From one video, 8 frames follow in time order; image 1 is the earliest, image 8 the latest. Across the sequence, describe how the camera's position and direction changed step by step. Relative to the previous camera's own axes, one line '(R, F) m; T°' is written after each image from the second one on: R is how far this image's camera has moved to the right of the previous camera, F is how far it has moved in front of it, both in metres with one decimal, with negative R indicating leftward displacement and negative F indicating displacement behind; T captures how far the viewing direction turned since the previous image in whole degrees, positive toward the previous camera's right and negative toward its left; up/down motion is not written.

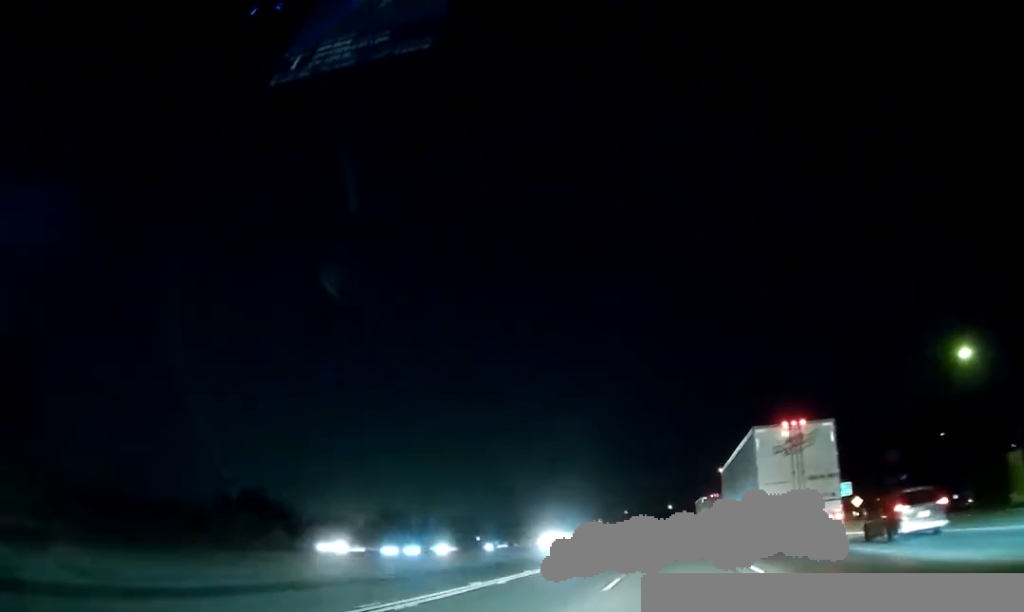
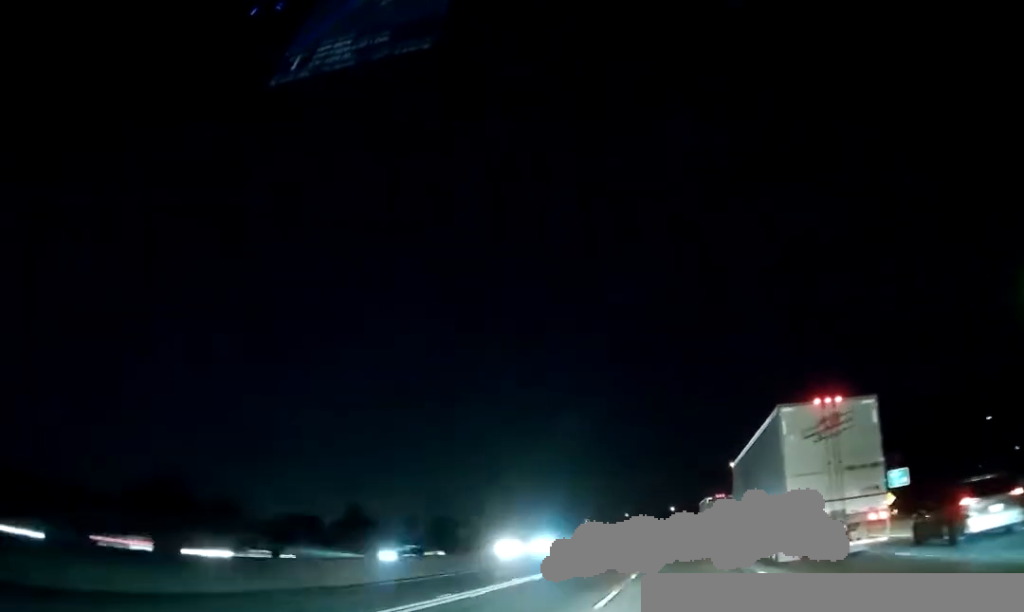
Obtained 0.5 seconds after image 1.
(0.0, +16.7) m; 0°
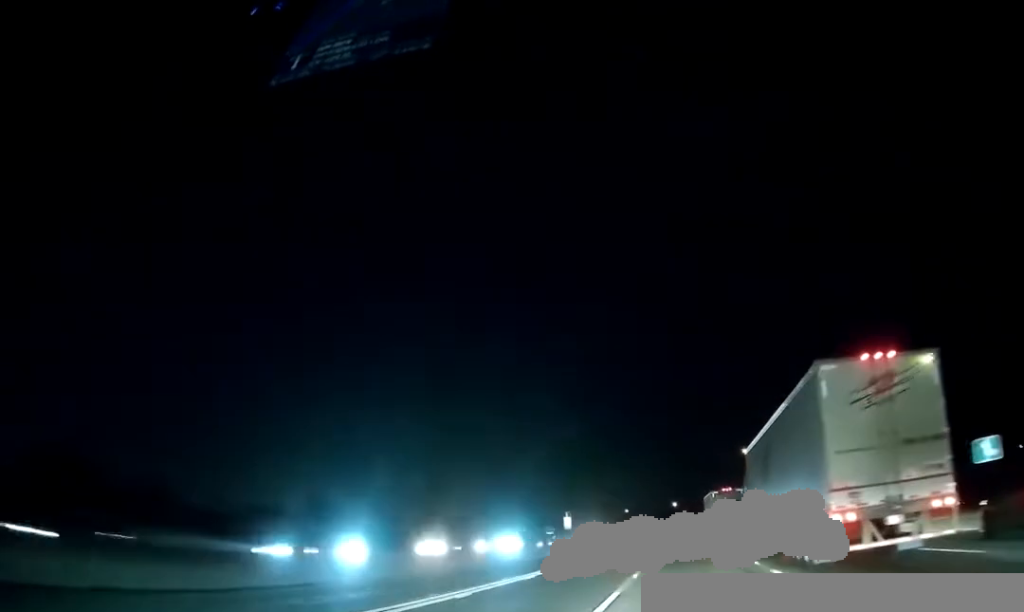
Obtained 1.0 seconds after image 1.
(+0.1, +16.8) m; 0°
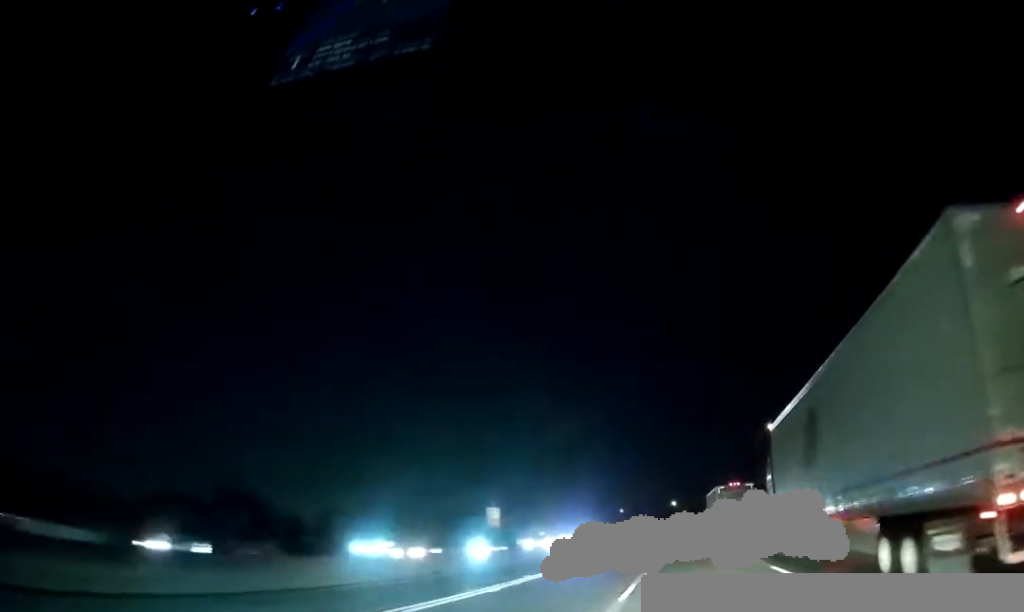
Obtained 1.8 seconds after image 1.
(-0.2, +27.0) m; 0°
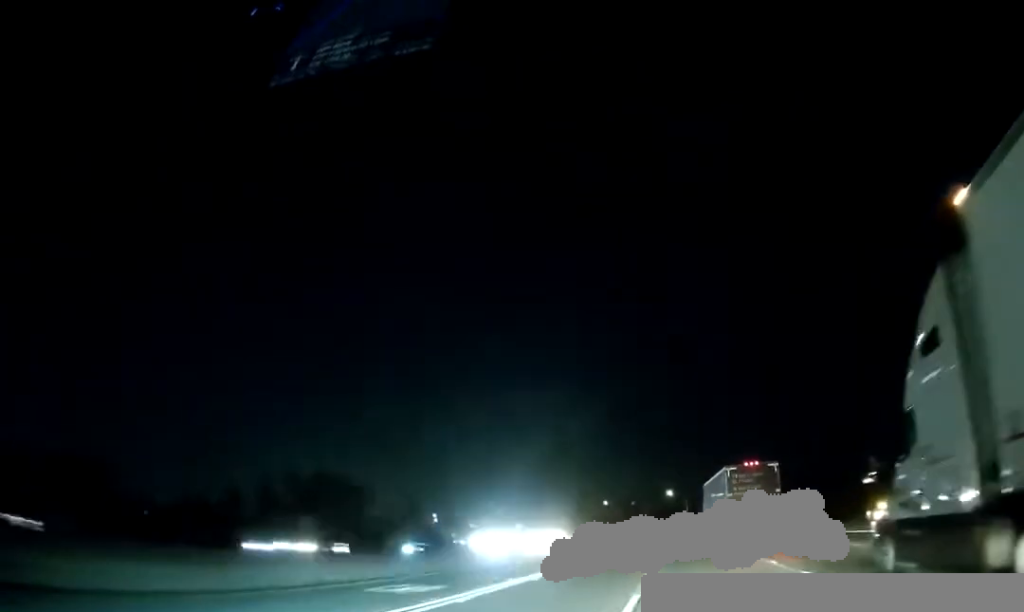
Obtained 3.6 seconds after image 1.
(0.0, +60.4) m; 0°
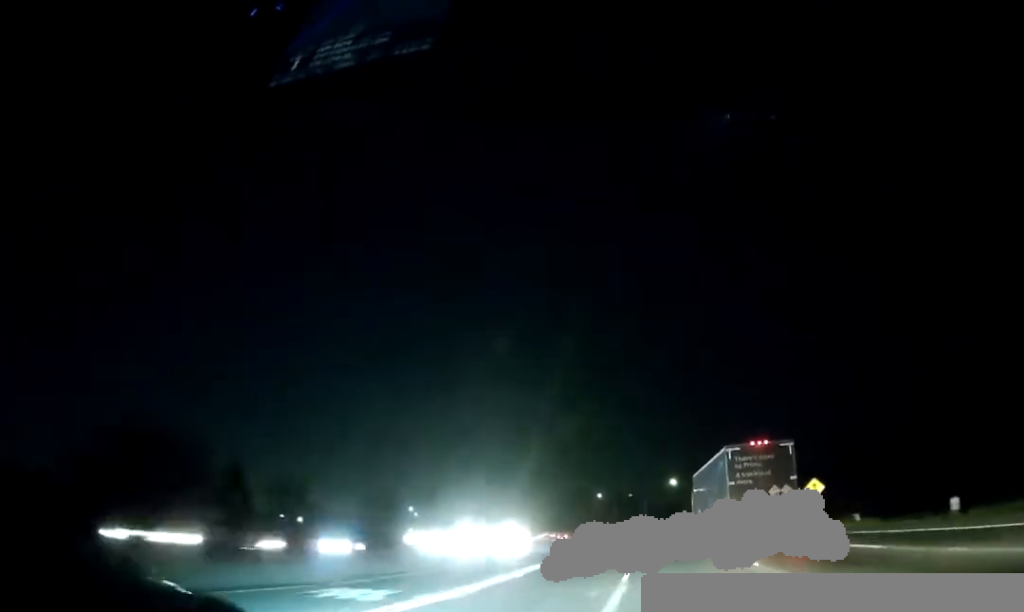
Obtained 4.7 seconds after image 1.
(0.0, +37.4) m; 0°
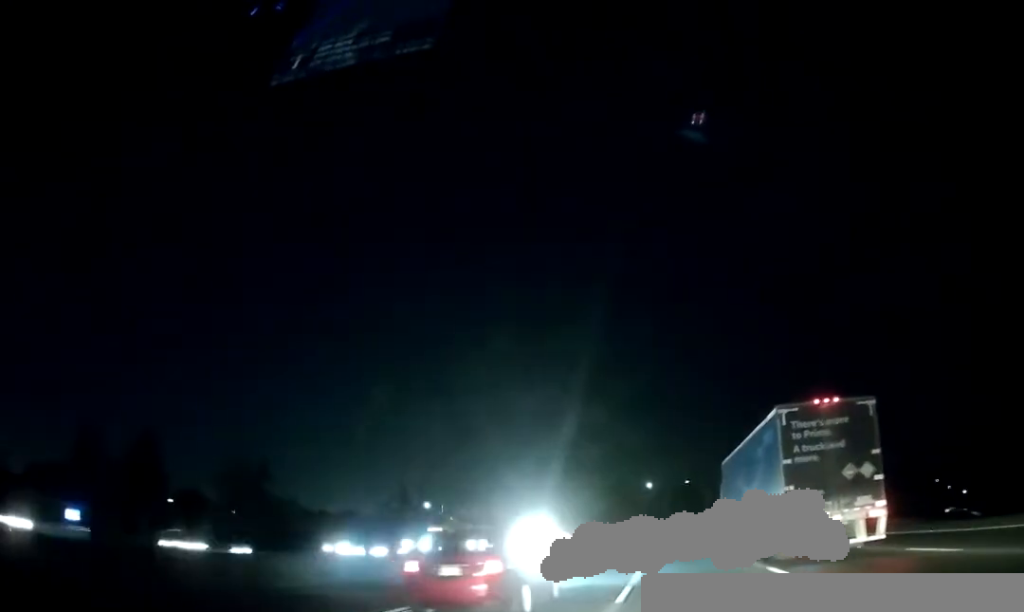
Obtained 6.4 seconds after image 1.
(-0.8, +52.0) m; -3°
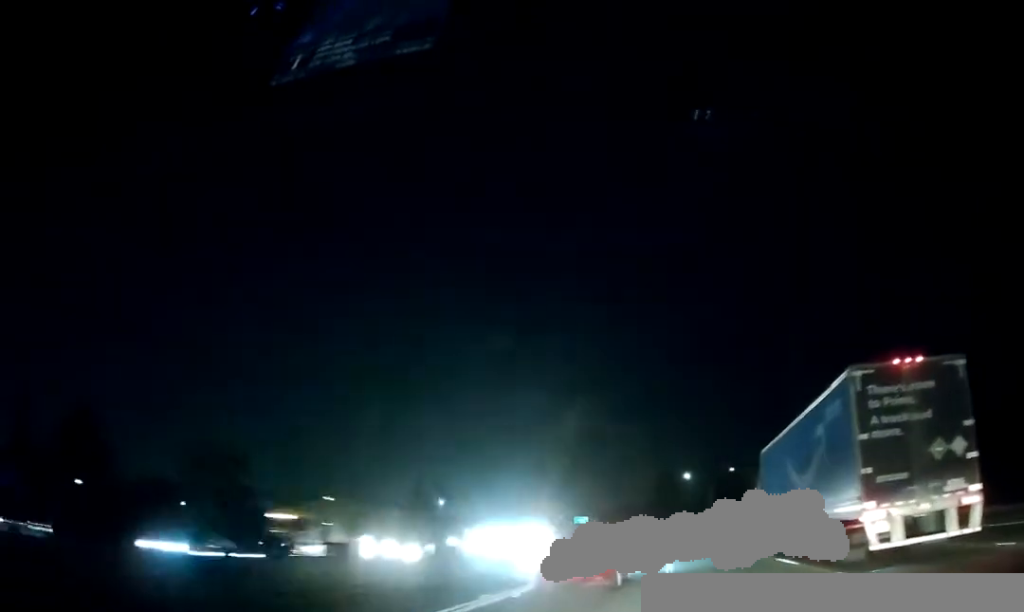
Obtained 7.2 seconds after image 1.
(-0.5, +24.5) m; -1°
